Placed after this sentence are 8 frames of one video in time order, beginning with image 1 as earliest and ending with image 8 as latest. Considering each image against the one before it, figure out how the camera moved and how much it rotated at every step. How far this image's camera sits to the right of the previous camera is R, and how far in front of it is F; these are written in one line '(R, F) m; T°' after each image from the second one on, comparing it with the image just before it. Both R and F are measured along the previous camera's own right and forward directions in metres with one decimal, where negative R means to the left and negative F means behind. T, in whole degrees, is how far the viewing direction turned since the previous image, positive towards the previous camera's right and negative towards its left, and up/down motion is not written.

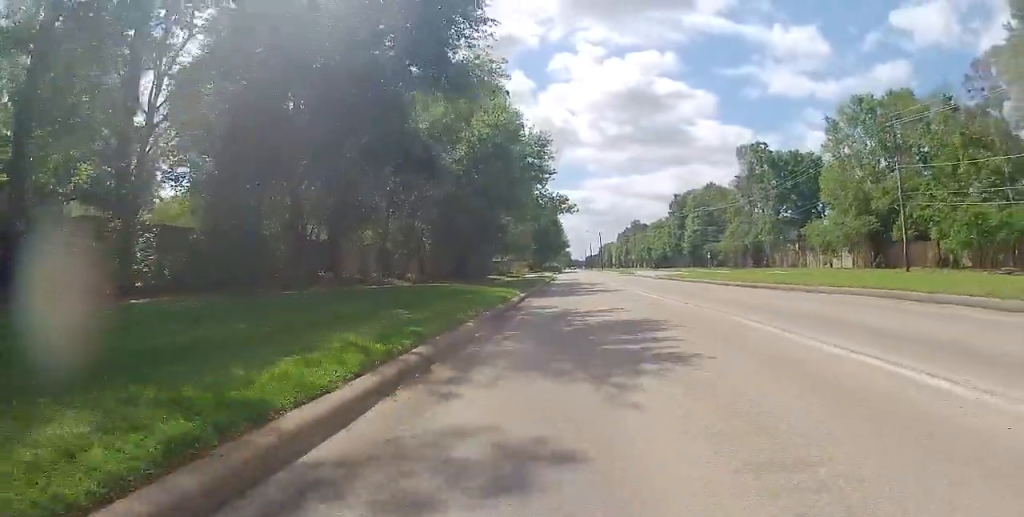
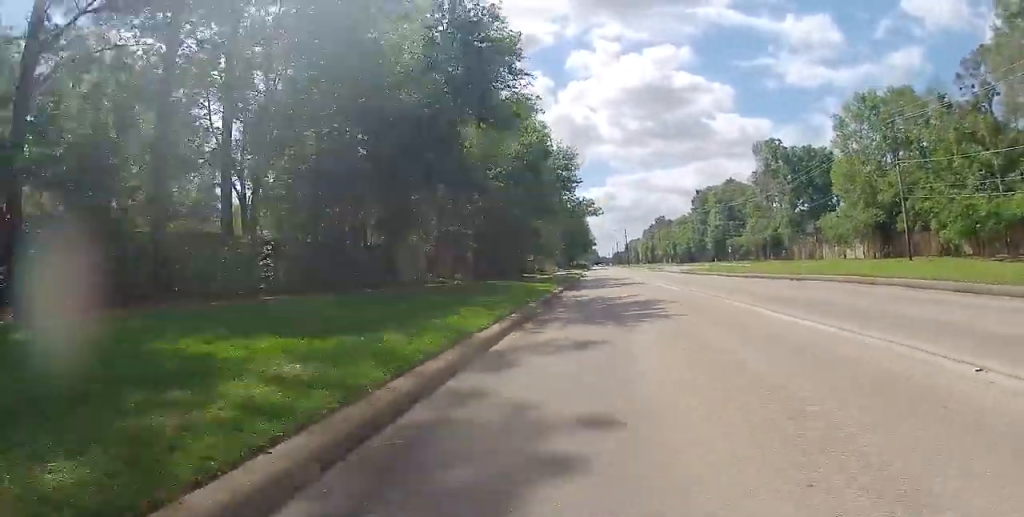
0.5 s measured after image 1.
(-0.1, +3.7) m; 0°
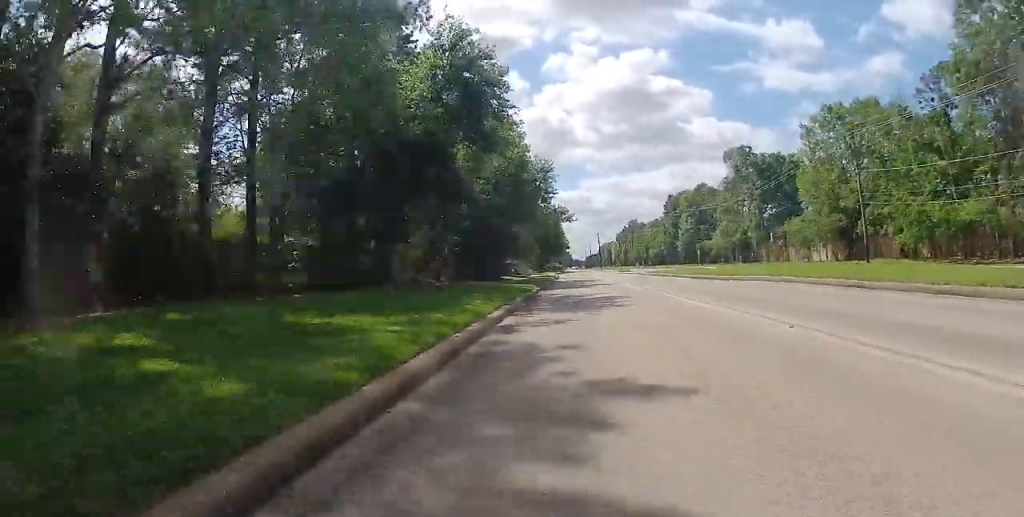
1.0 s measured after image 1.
(+0.1, +3.0) m; +1°
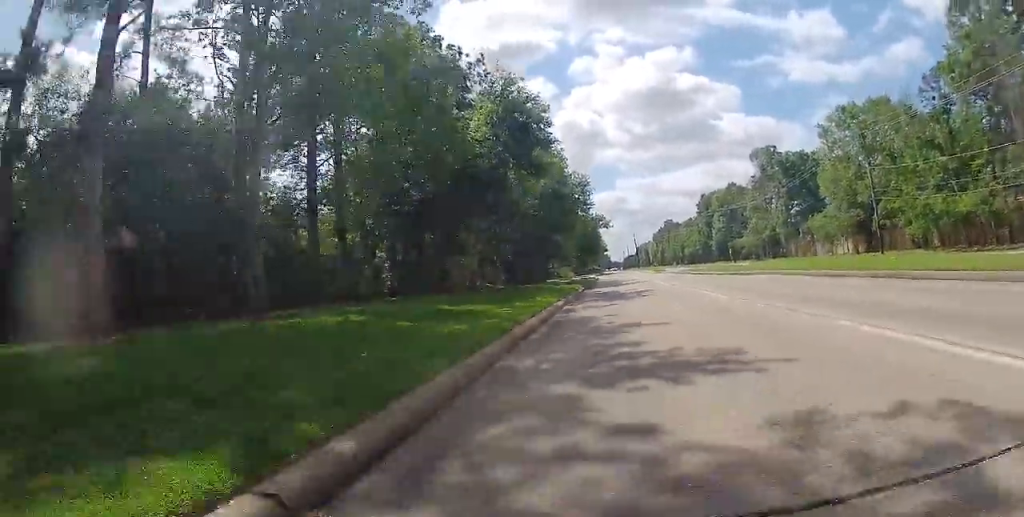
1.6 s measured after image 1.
(+0.1, +4.4) m; +1°
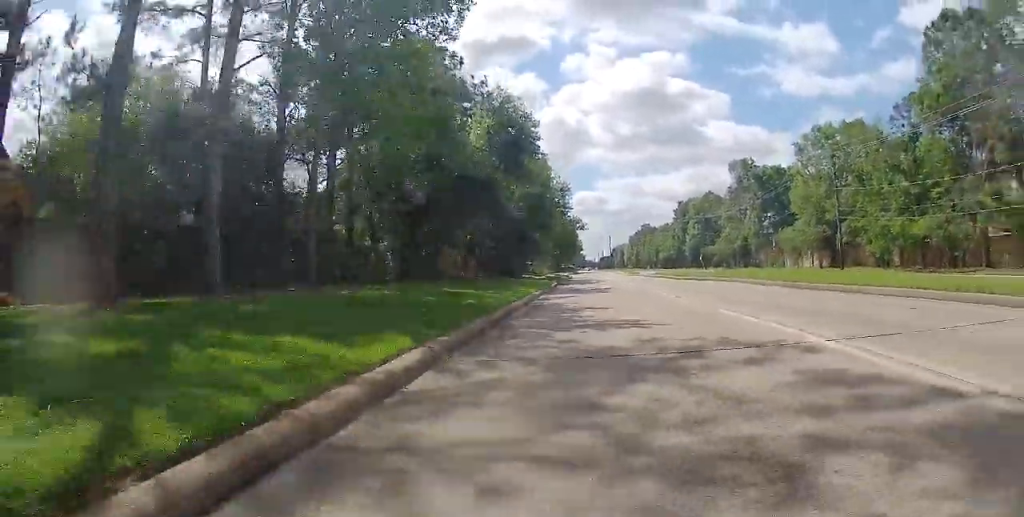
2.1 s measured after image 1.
(0.0, +3.5) m; 0°
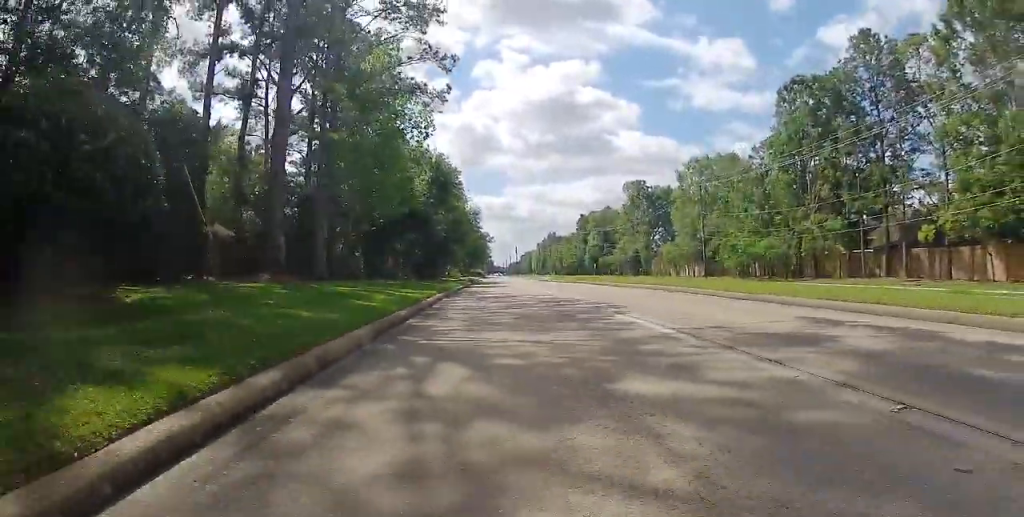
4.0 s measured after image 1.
(-0.2, +12.7) m; -2°
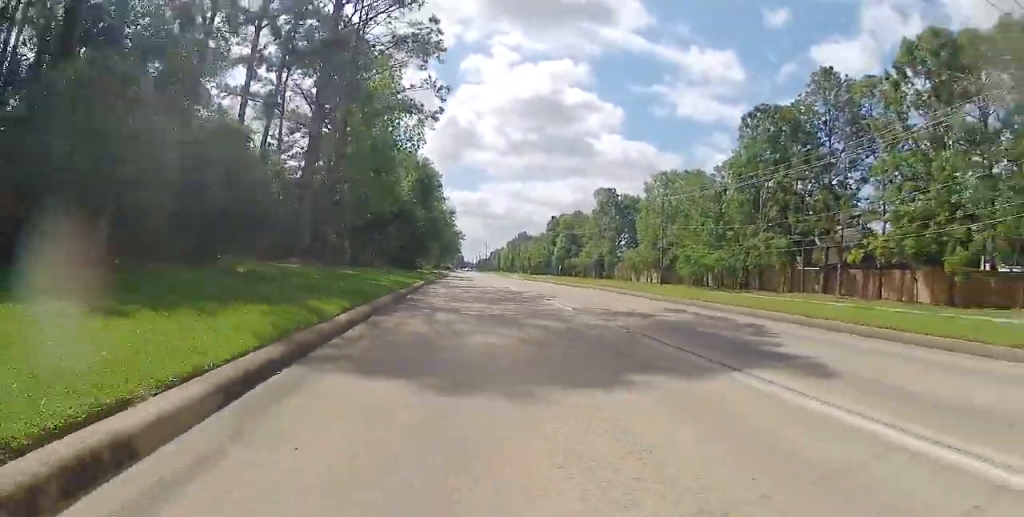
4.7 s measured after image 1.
(0.0, +4.7) m; 0°
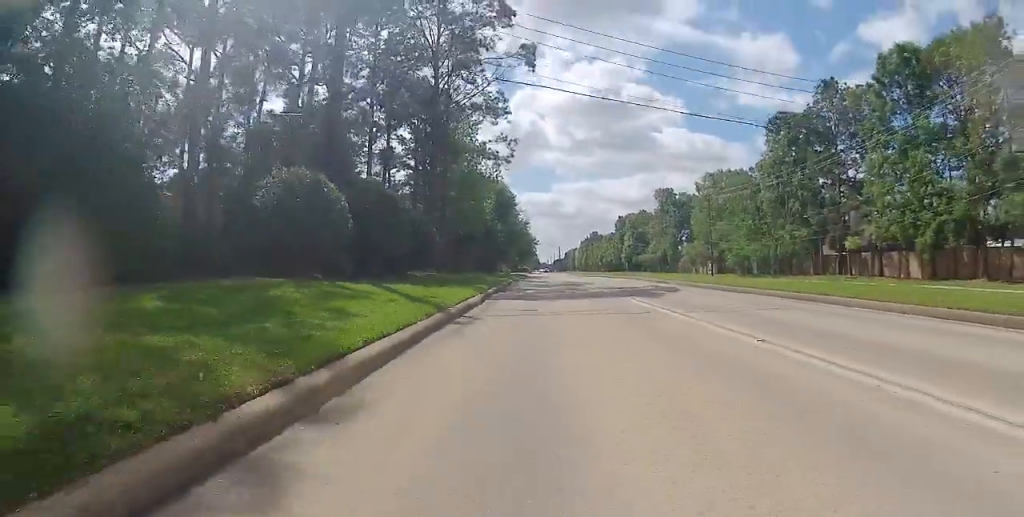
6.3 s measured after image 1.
(+0.1, +10.0) m; +1°
